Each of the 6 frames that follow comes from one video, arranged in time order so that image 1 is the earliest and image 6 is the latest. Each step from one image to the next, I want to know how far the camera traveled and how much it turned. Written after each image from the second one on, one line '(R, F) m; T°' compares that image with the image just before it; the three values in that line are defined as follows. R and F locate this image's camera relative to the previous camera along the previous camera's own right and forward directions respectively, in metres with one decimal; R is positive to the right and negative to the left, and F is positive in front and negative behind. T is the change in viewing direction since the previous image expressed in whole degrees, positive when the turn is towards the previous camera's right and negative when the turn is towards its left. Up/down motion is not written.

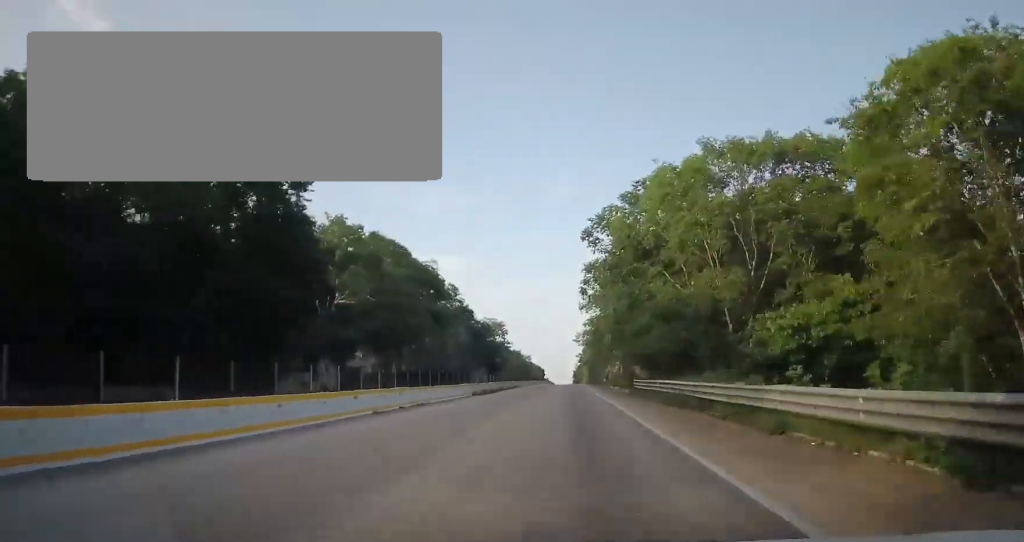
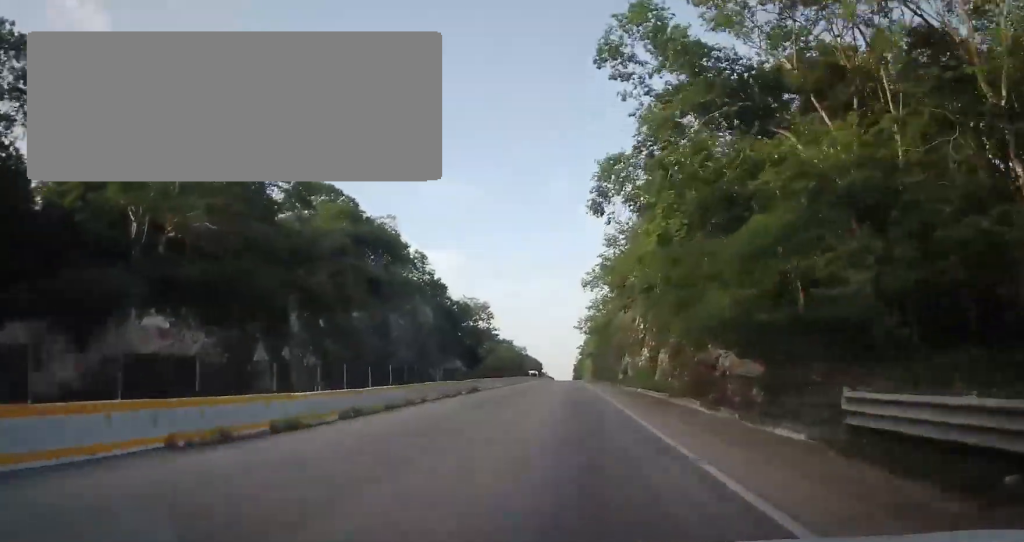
(0.0, +30.8) m; +1°
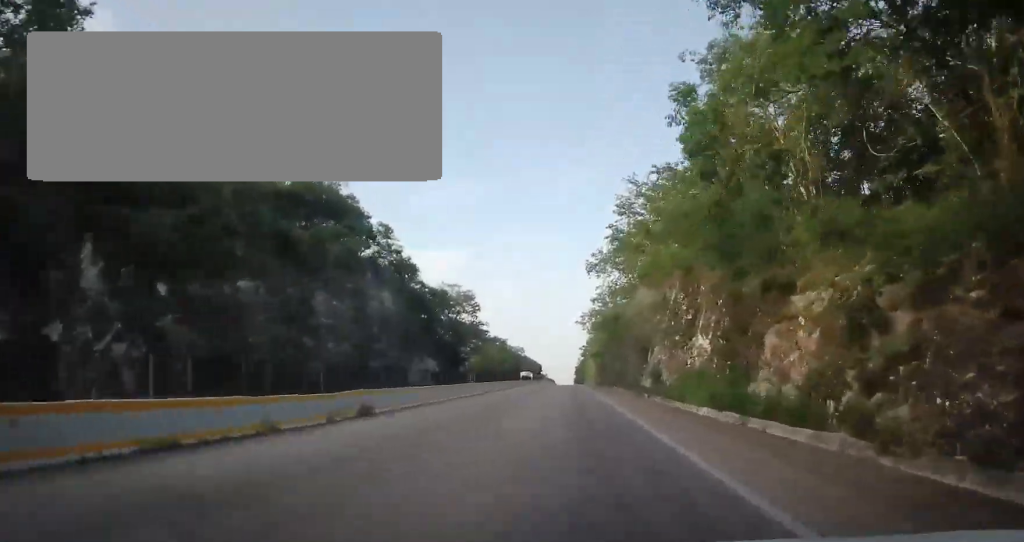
(+0.2, +22.2) m; 0°
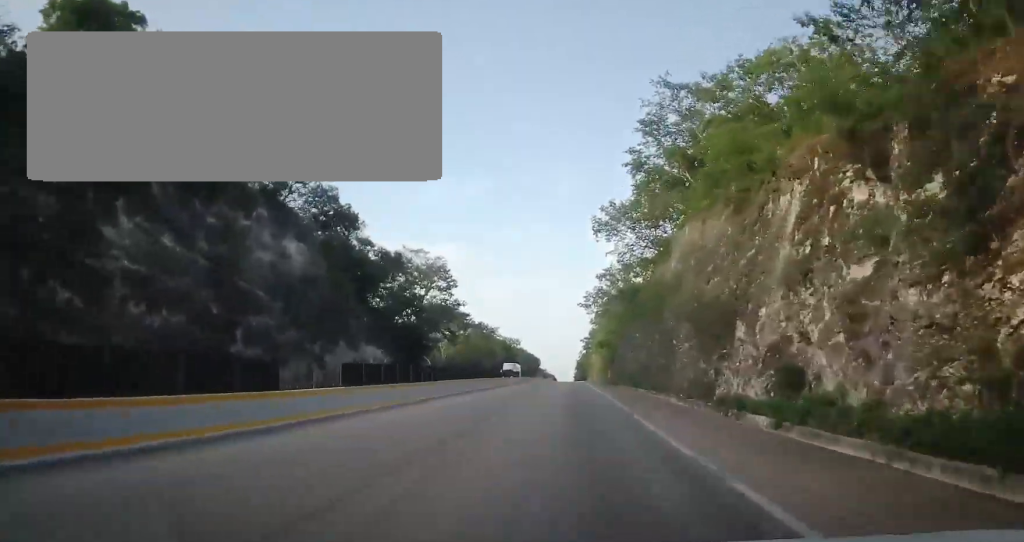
(-0.3, +25.3) m; -1°
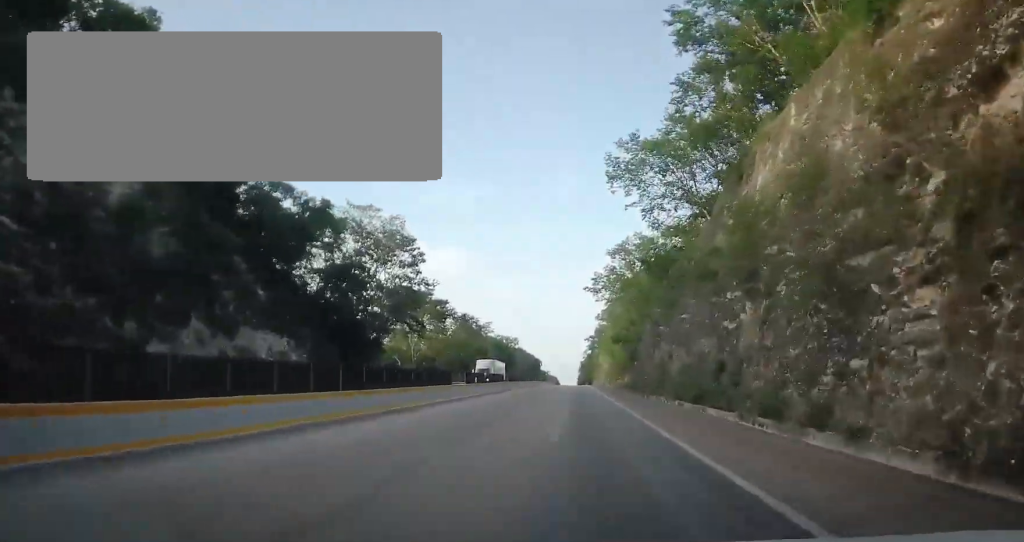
(-0.1, +22.1) m; 0°
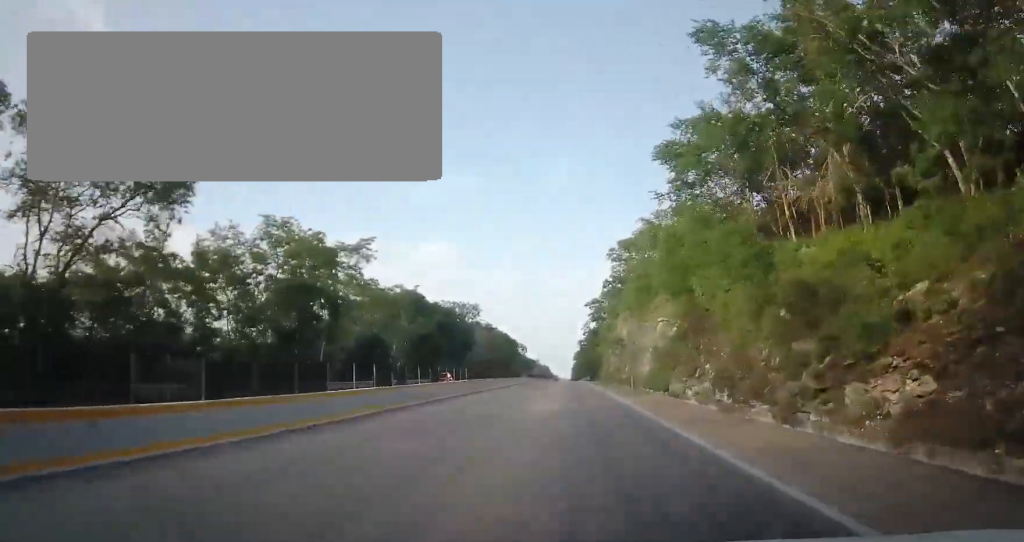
(-0.5, +76.8) m; 0°
